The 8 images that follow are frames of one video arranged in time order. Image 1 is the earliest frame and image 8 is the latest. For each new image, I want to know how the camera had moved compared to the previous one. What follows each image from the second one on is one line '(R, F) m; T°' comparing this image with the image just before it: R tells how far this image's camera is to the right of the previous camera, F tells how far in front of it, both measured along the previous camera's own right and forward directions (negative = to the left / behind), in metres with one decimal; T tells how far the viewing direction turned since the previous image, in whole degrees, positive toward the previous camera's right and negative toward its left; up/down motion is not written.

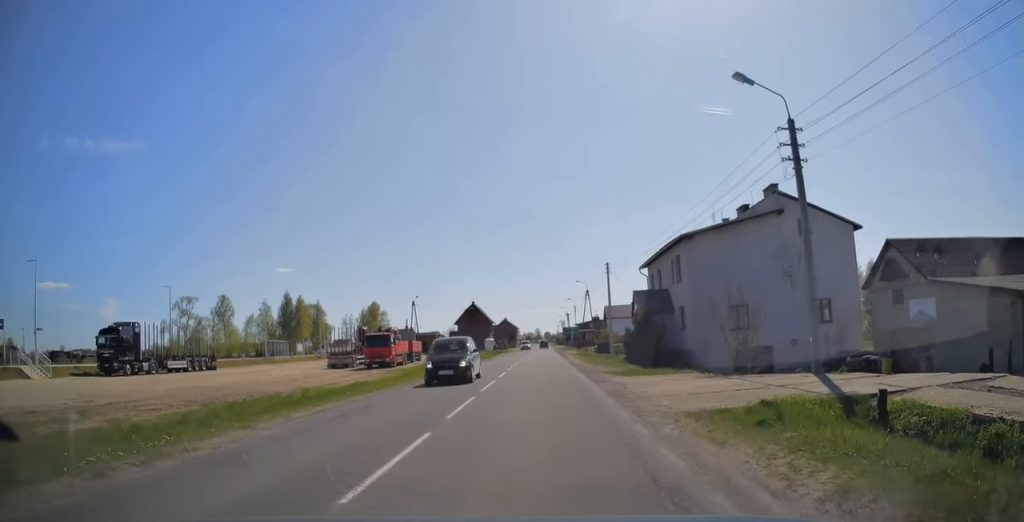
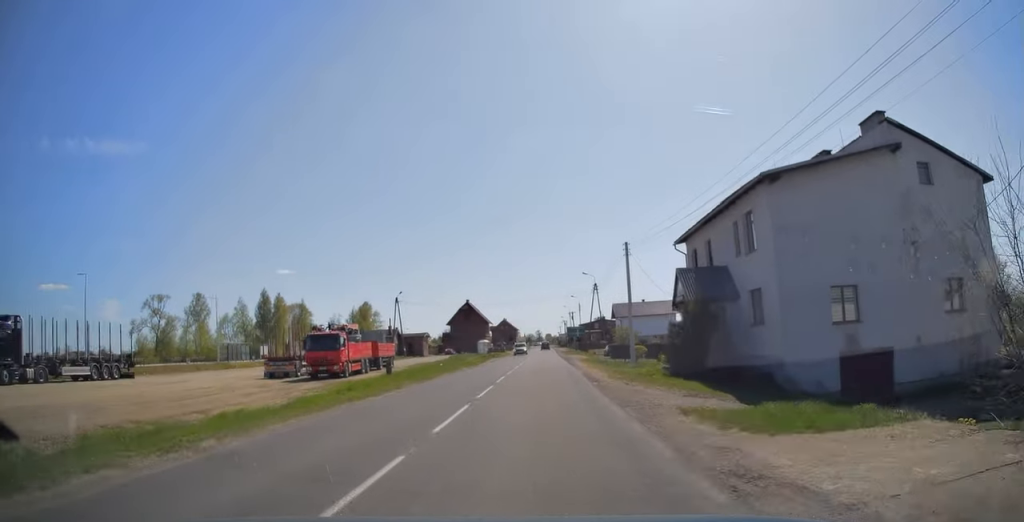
(-0.1, +13.4) m; 0°
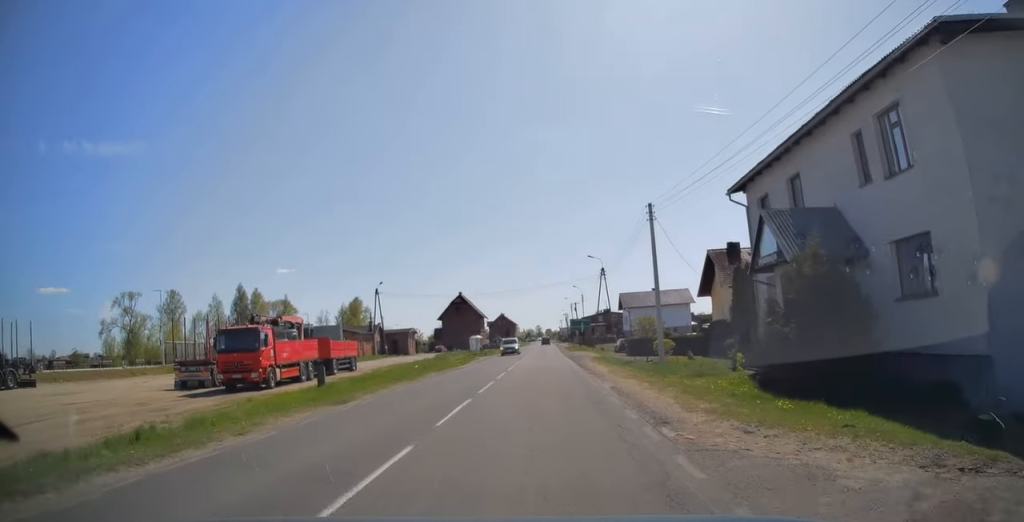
(+0.1, +11.5) m; 0°
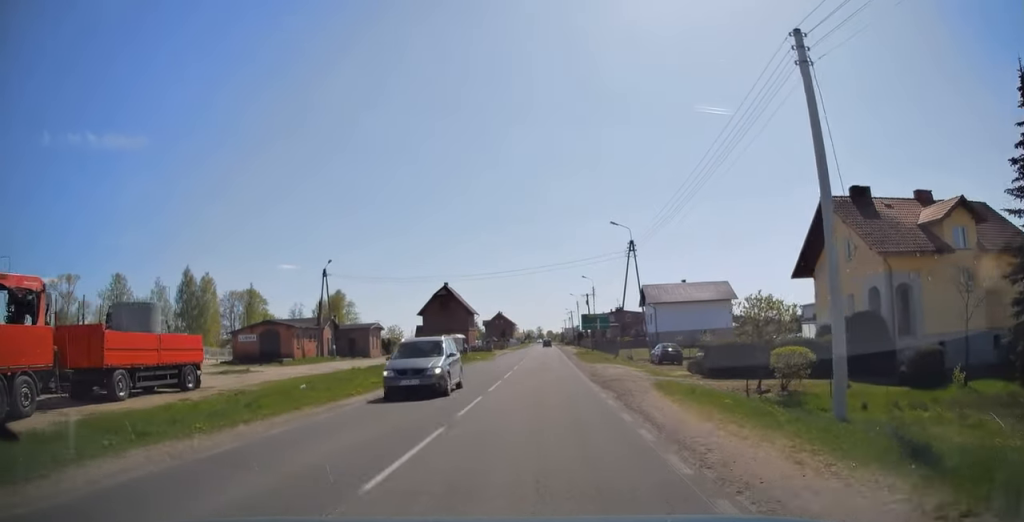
(-0.1, +21.8) m; 0°
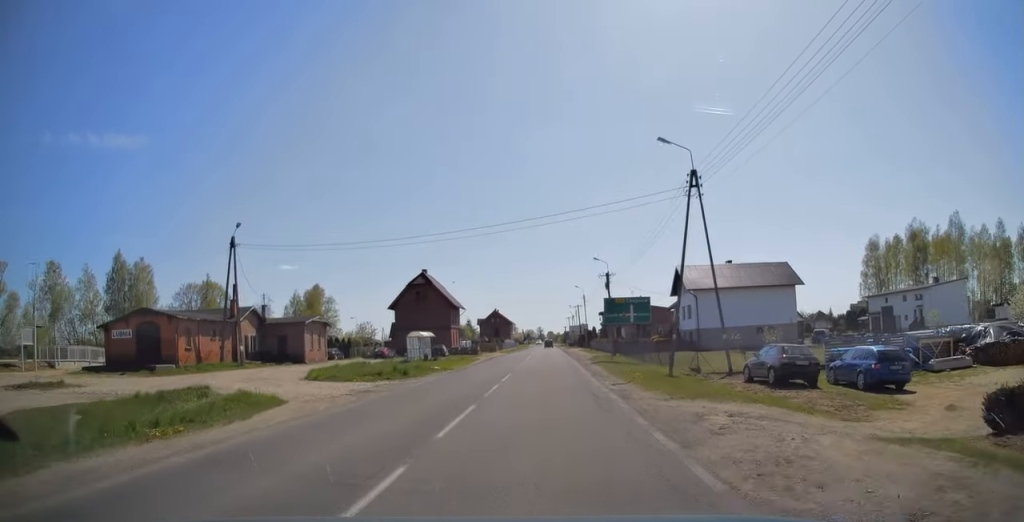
(+0.2, +20.7) m; 0°
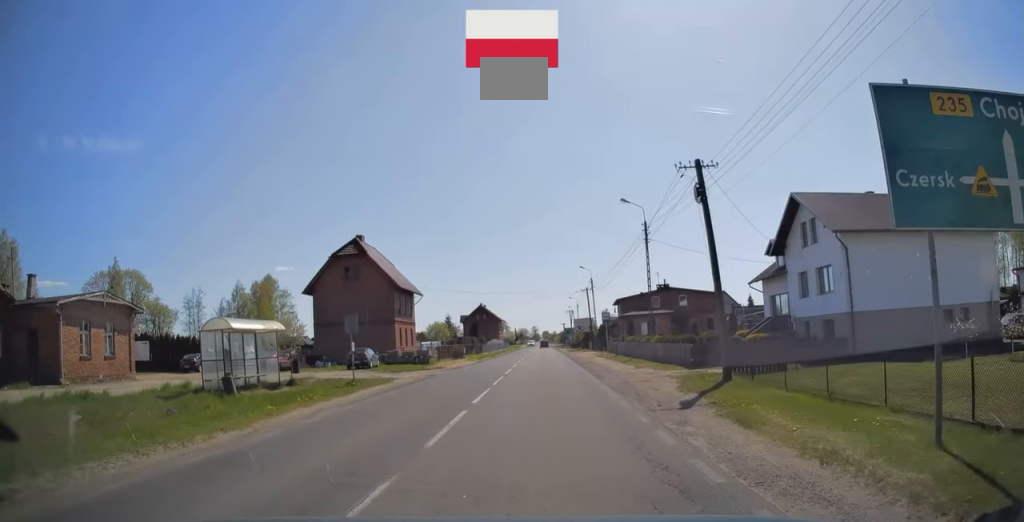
(-0.2, +30.0) m; 0°
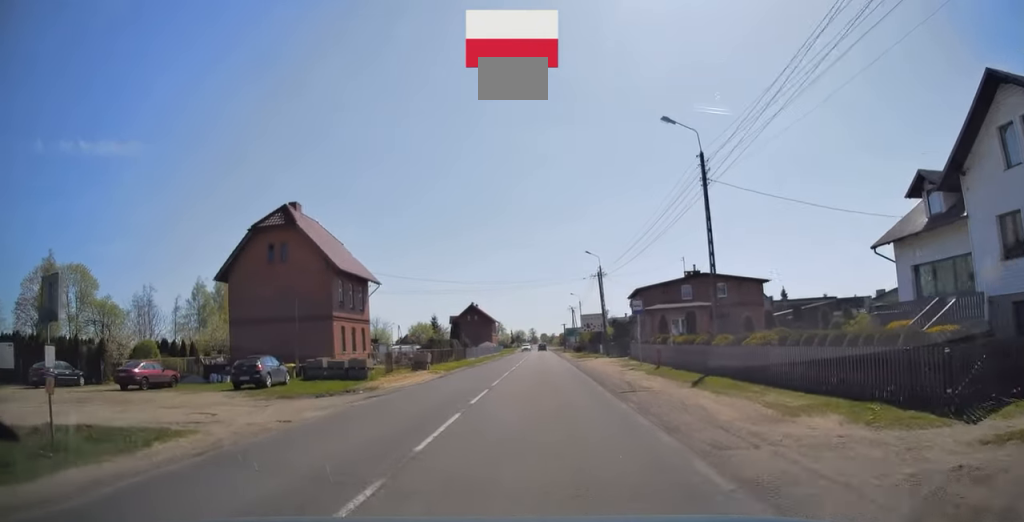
(+0.2, +16.3) m; 0°
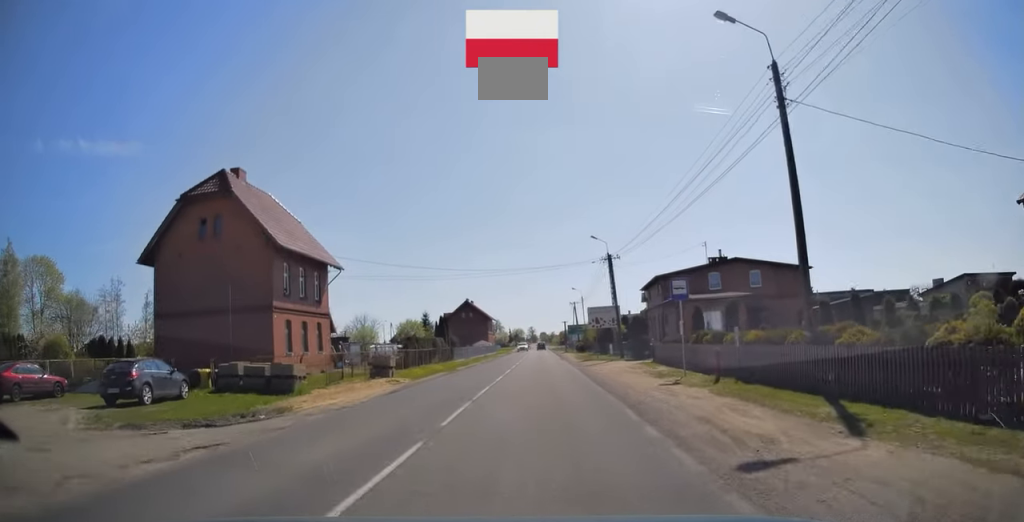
(0.0, +9.3) m; -1°
